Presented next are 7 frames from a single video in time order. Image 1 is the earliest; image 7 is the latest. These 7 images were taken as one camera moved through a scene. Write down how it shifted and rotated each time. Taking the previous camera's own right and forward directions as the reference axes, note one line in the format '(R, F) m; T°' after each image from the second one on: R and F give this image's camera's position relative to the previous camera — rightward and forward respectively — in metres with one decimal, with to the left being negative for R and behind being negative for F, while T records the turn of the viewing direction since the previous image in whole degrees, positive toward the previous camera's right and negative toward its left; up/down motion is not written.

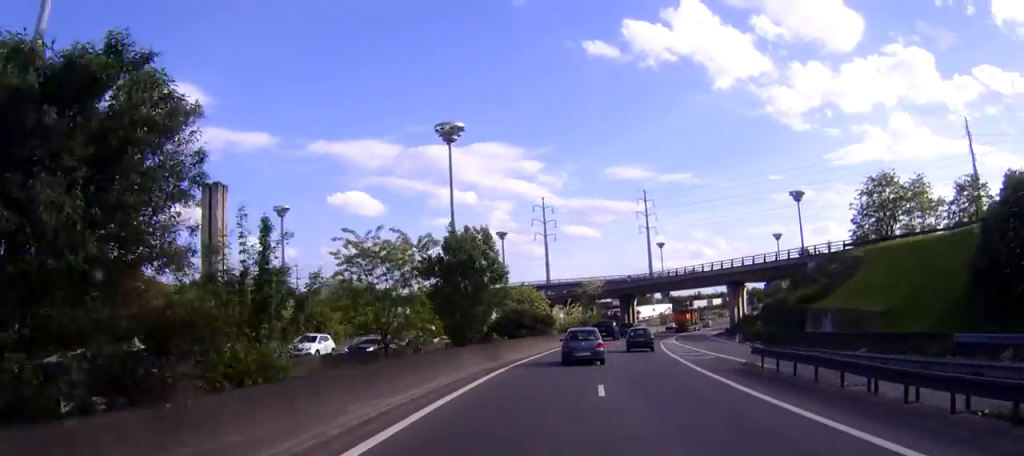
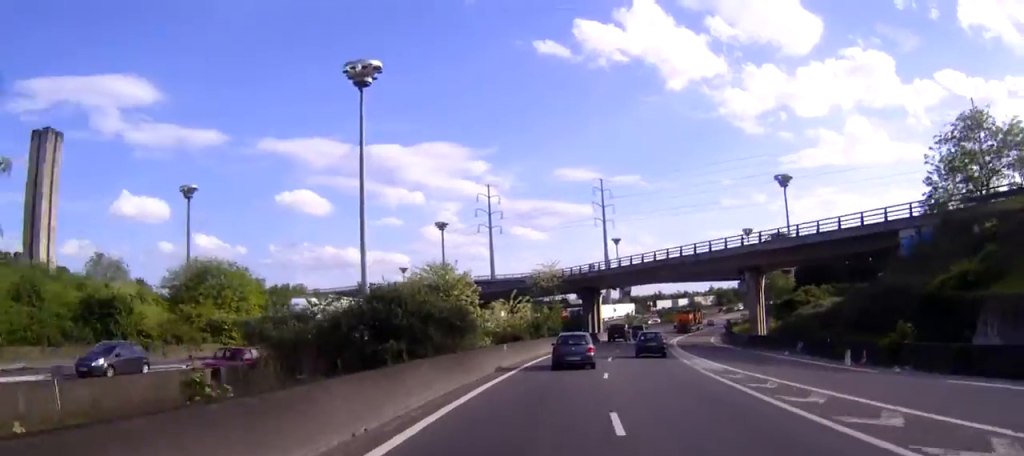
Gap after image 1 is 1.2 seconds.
(+0.9, +30.3) m; +4°
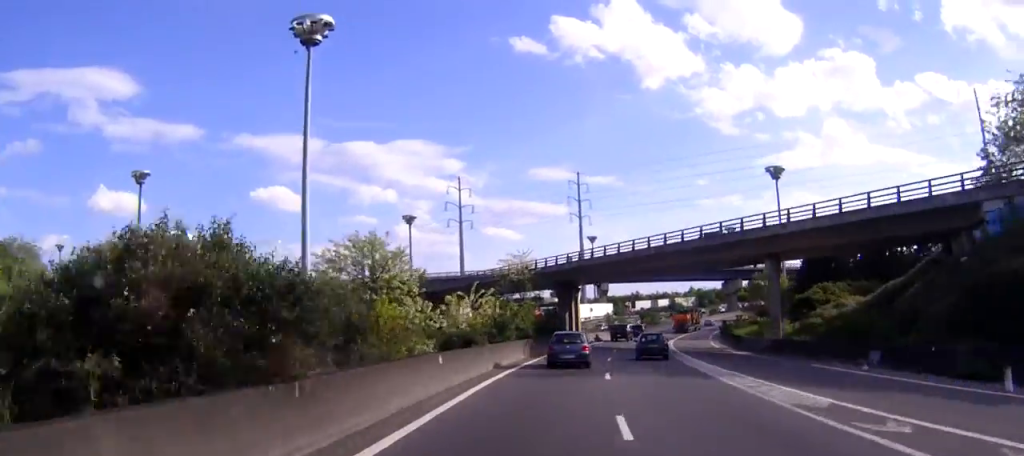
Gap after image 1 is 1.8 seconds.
(+0.2, +13.2) m; +2°
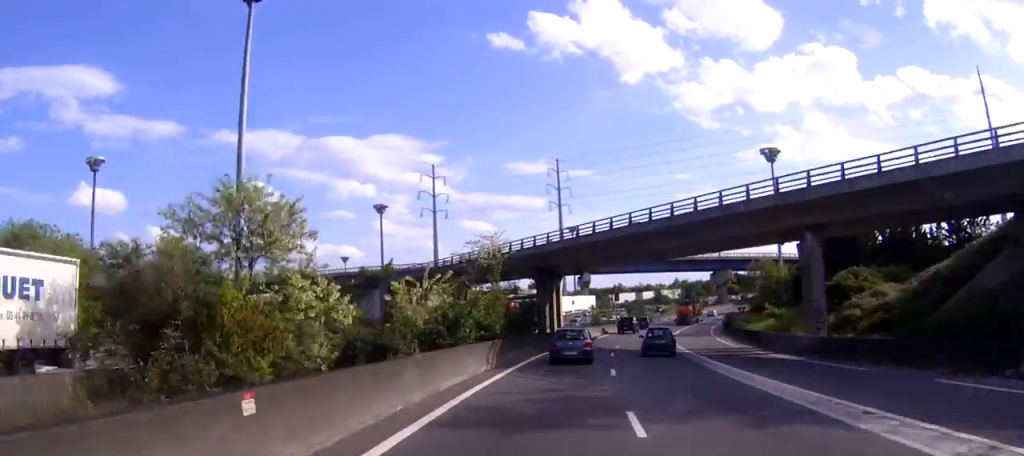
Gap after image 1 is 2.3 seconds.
(0.0, +12.4) m; +2°
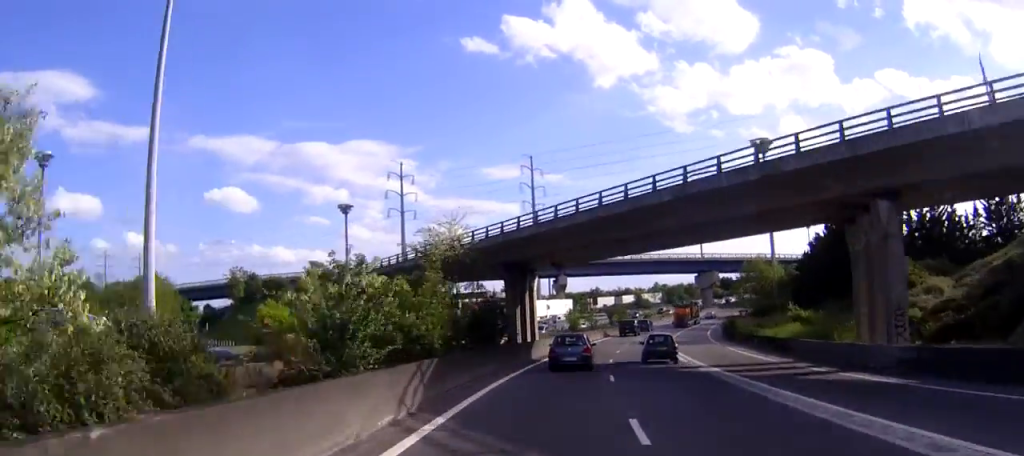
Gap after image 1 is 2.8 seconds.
(+0.3, +12.4) m; +2°
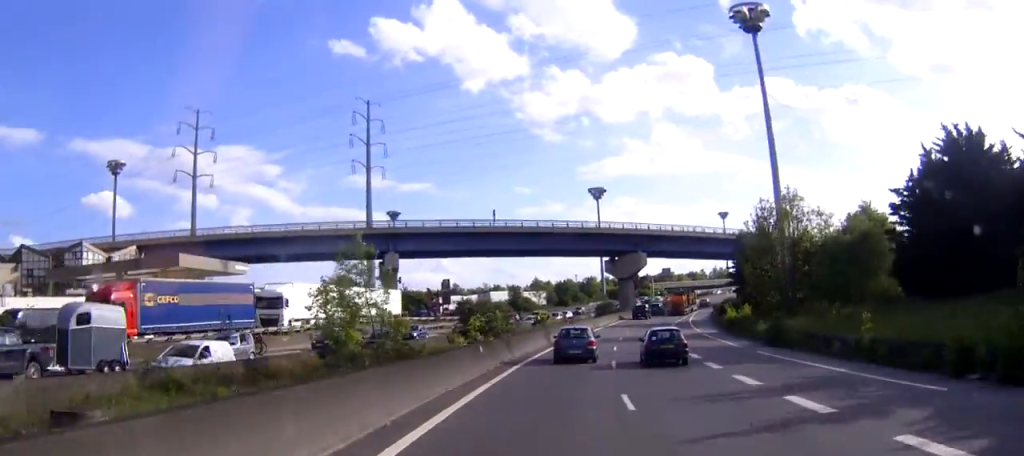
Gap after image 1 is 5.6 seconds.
(+6.4, +70.8) m; +11°
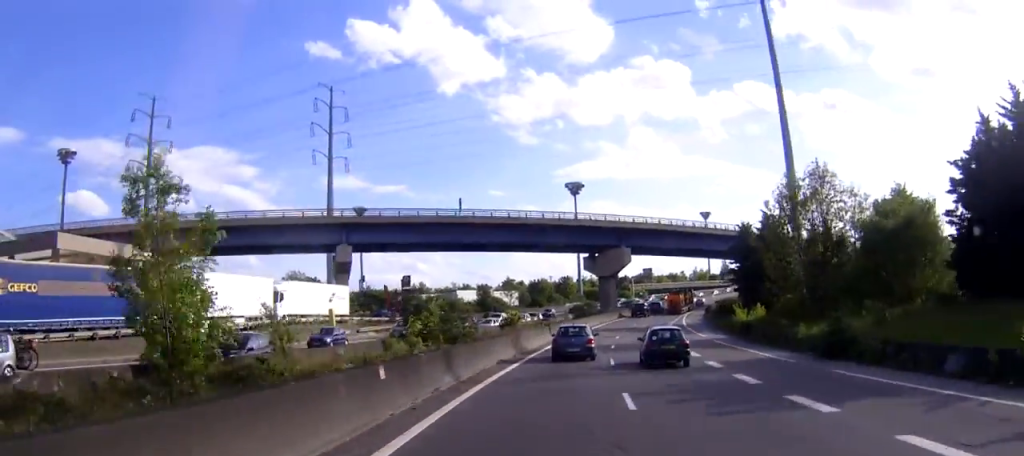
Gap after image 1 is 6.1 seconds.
(+0.3, +12.5) m; +2°
